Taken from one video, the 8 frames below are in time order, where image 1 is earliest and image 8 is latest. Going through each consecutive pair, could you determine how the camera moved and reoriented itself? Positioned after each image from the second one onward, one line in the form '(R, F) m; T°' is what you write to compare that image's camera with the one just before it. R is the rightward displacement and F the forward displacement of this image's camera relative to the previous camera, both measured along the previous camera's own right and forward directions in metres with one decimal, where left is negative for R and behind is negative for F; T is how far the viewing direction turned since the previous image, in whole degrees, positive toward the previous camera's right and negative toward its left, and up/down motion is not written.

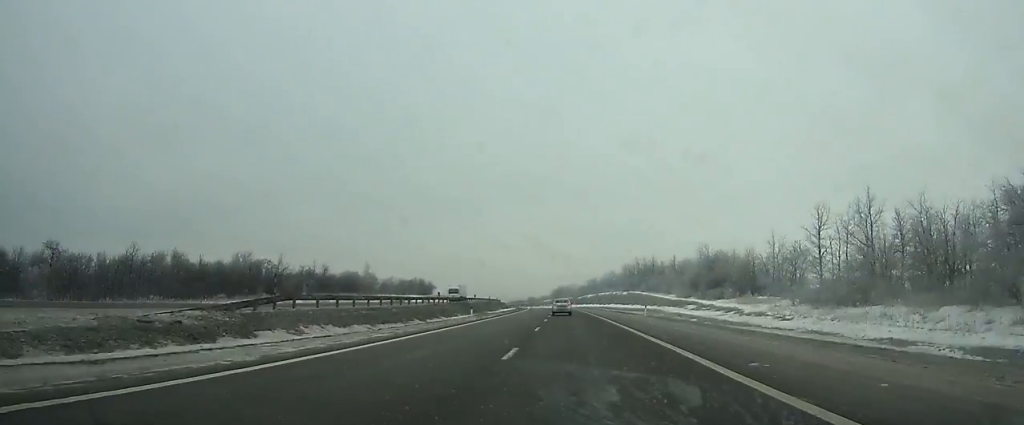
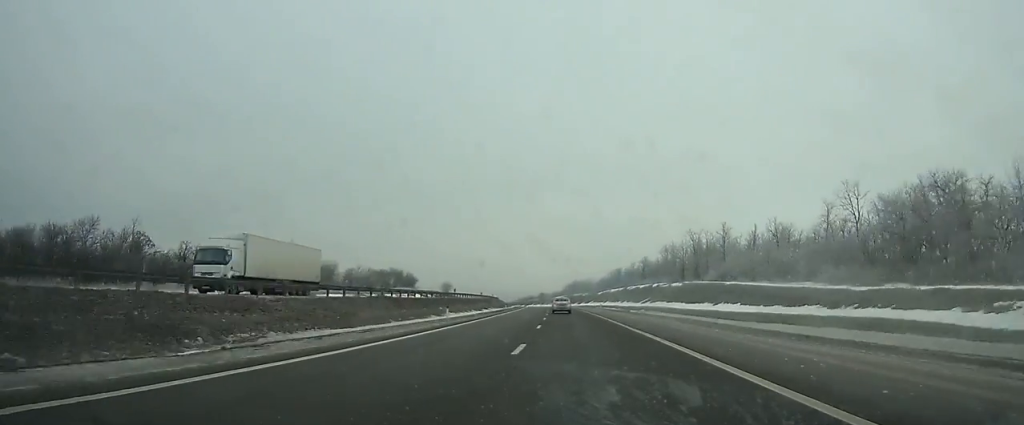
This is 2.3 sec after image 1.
(-1.2, +61.7) m; -2°
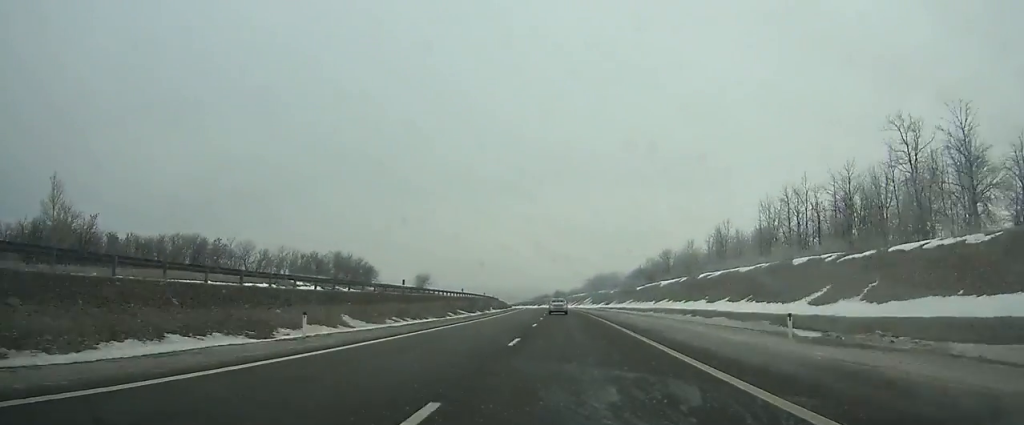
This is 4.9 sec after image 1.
(-1.4, +70.4) m; -2°
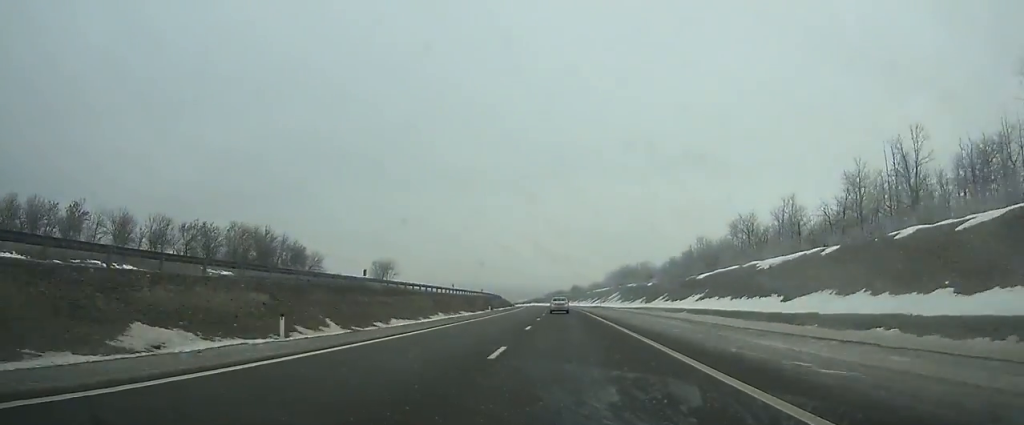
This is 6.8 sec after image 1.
(-0.6, +51.9) m; -2°
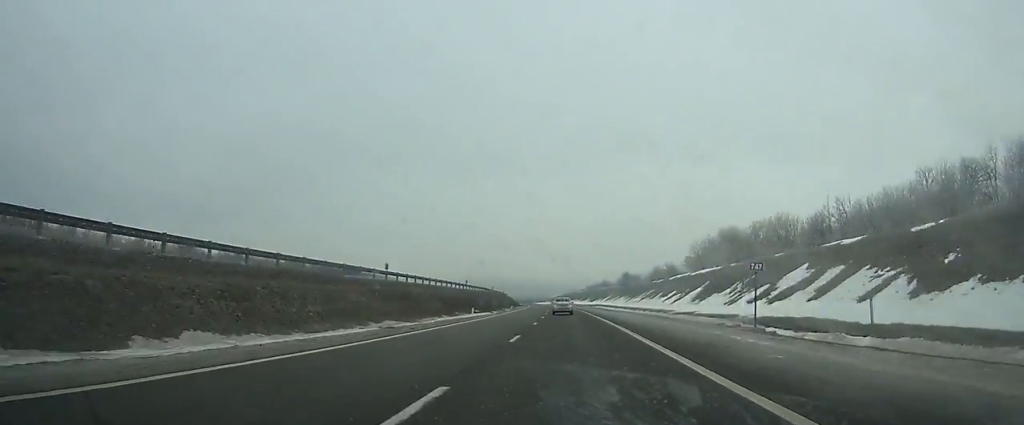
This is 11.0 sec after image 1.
(-4.0, +115.4) m; -4°
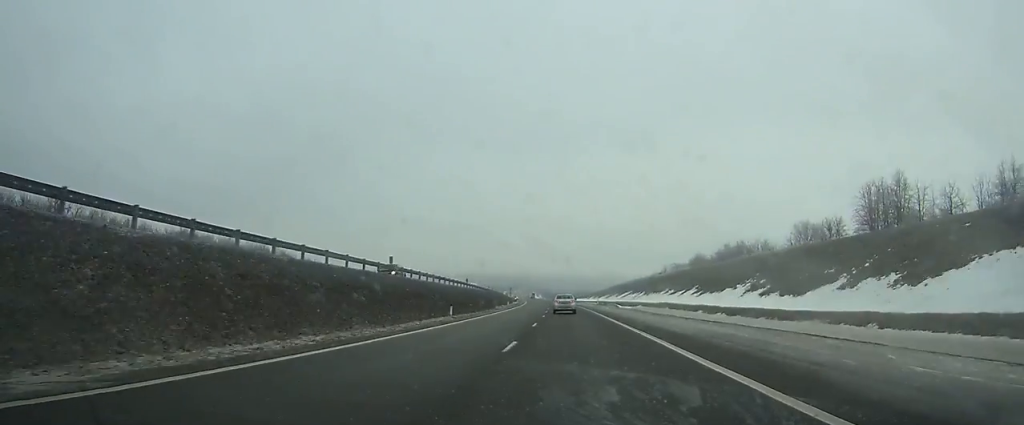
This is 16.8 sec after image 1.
(-6.2, +159.0) m; -5°
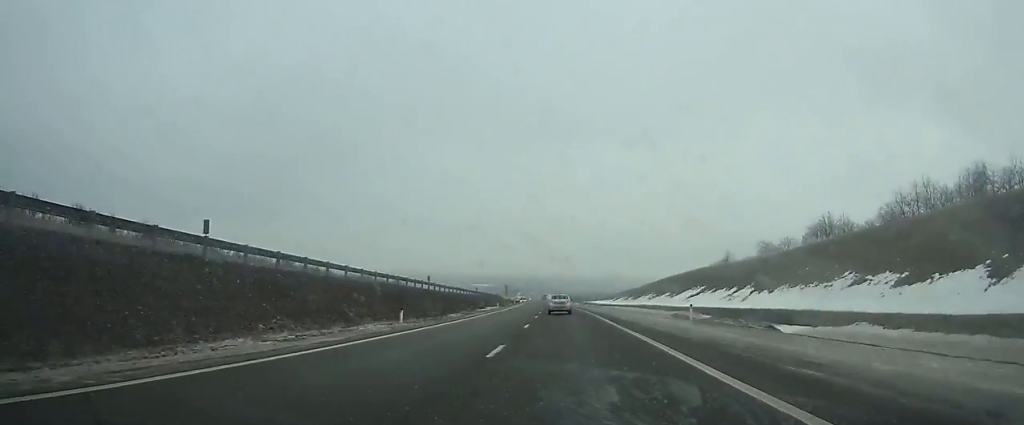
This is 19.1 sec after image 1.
(-0.9, +62.6) m; -2°
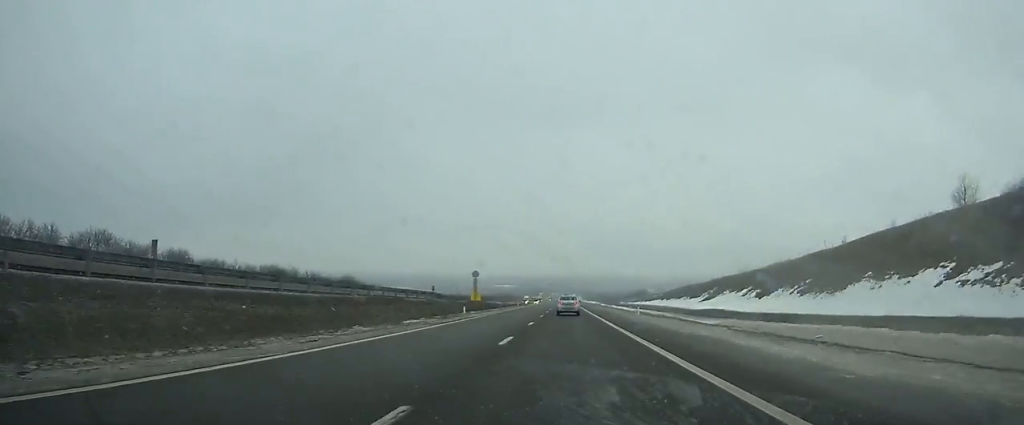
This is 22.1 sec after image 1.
(-1.5, +81.4) m; -1°
